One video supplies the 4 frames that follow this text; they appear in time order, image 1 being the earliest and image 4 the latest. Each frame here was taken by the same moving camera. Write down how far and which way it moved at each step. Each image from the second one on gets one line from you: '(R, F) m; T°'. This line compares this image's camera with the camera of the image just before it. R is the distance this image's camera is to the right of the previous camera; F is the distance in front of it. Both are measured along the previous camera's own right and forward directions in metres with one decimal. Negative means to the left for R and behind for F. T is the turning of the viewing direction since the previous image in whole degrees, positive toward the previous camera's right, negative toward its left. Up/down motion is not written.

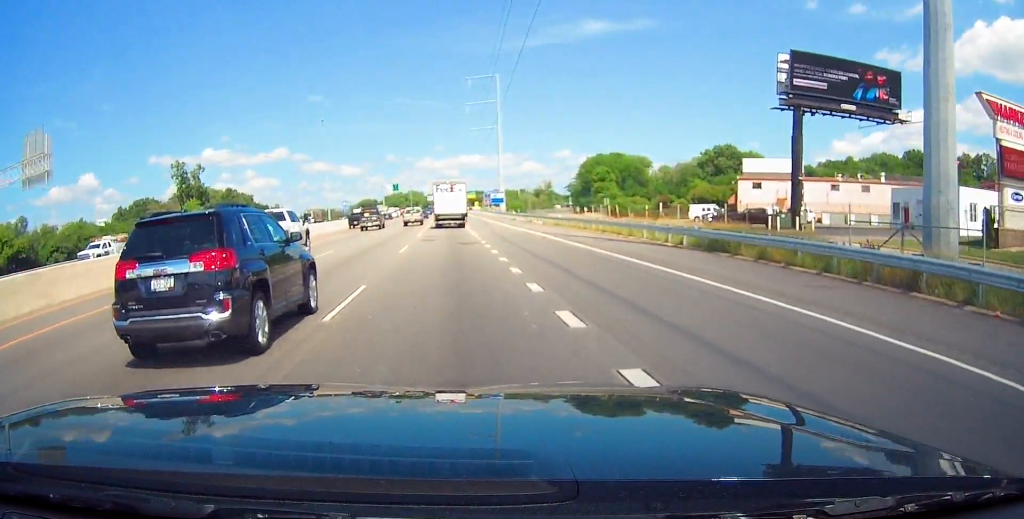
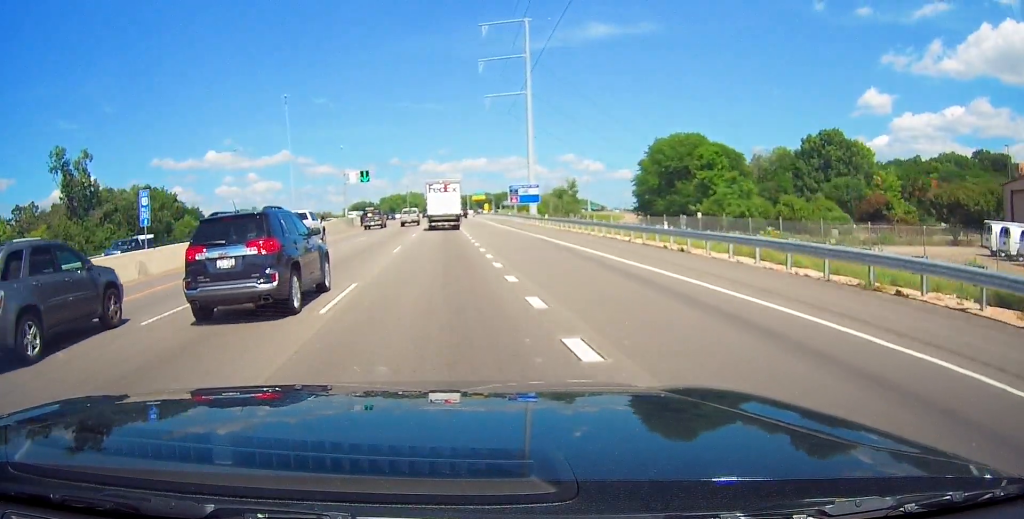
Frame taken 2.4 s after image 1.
(-0.7, +59.1) m; 0°
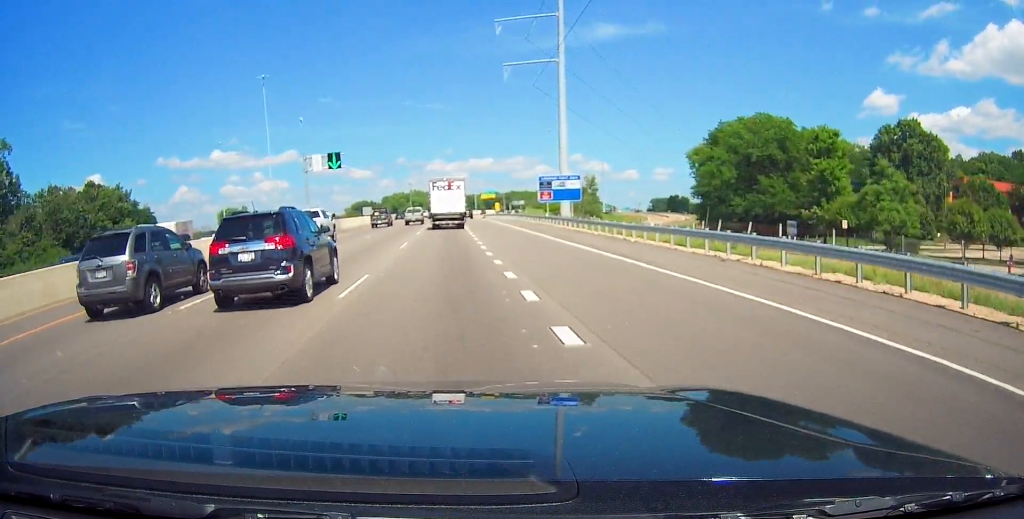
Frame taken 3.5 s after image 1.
(+0.2, +28.1) m; 0°
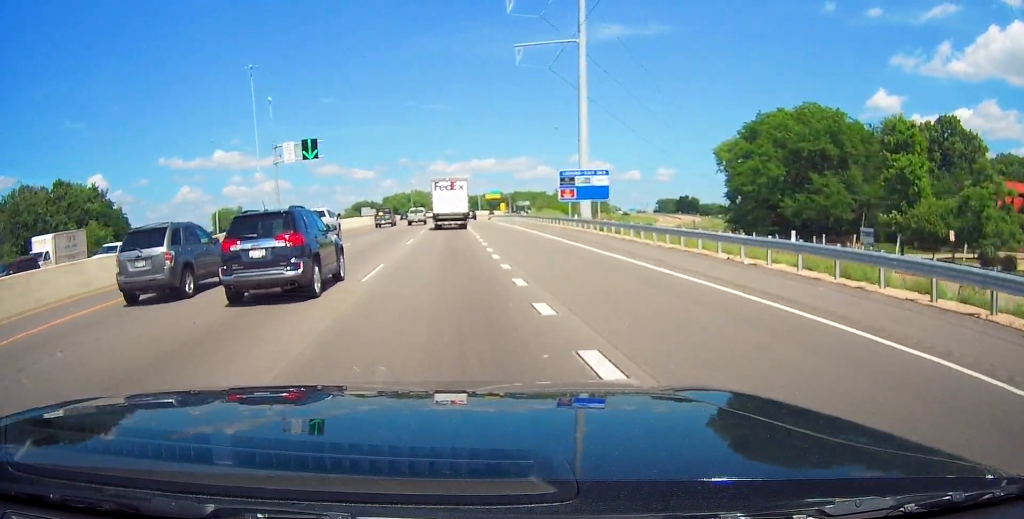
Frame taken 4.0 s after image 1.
(-0.1, +12.2) m; 0°
